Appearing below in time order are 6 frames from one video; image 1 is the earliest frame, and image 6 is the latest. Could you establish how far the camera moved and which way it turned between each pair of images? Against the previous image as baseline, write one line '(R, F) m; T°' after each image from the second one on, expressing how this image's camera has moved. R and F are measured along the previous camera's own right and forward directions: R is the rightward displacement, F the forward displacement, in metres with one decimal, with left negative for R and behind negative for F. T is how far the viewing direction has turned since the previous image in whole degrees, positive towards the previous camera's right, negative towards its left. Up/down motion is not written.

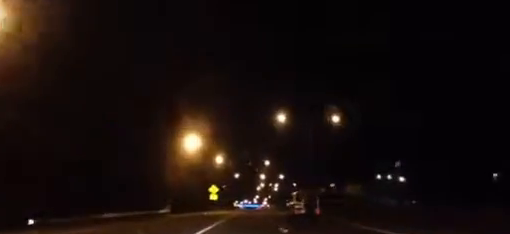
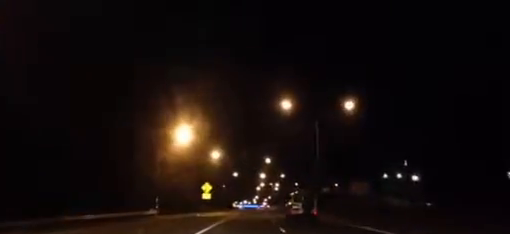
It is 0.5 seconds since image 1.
(-0.6, +11.6) m; -1°
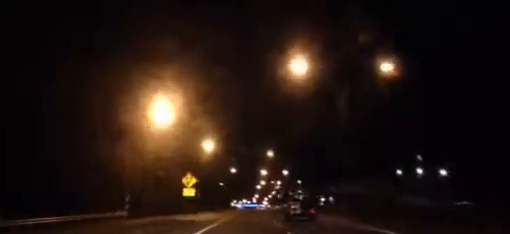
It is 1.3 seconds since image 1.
(+0.9, +19.1) m; +2°
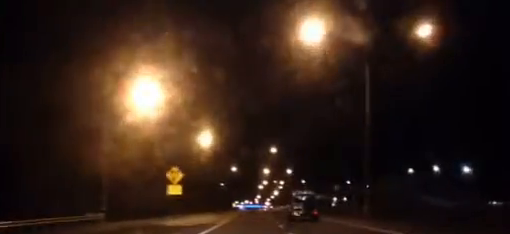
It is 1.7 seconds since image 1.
(+0.1, +10.5) m; 0°
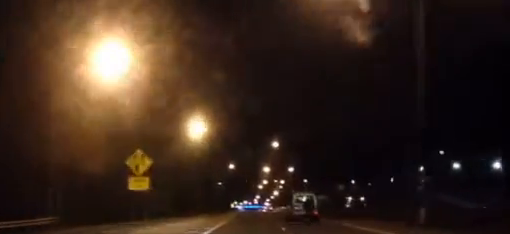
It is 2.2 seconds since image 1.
(0.0, +12.3) m; 0°
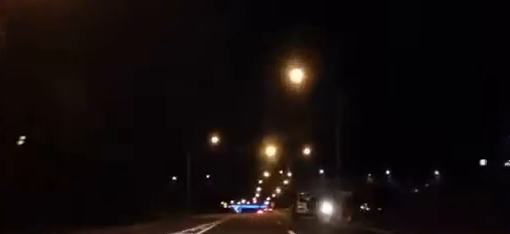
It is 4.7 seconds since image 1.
(+0.4, +58.5) m; +2°
